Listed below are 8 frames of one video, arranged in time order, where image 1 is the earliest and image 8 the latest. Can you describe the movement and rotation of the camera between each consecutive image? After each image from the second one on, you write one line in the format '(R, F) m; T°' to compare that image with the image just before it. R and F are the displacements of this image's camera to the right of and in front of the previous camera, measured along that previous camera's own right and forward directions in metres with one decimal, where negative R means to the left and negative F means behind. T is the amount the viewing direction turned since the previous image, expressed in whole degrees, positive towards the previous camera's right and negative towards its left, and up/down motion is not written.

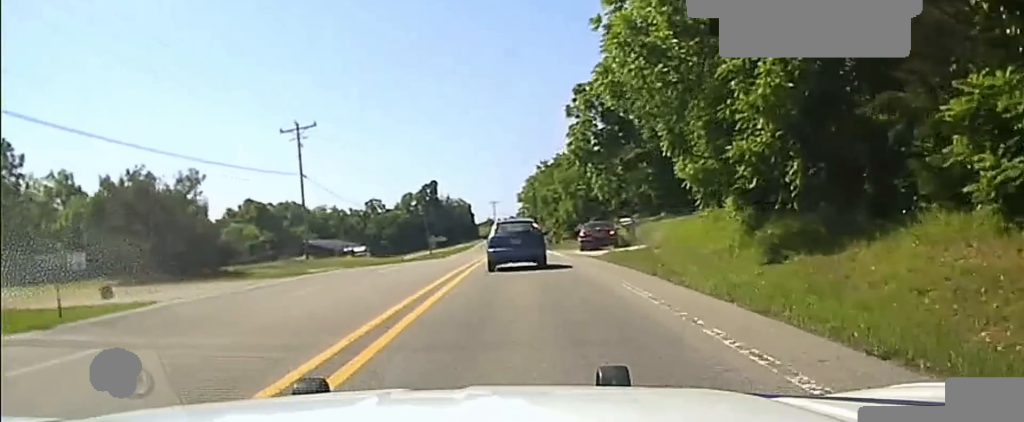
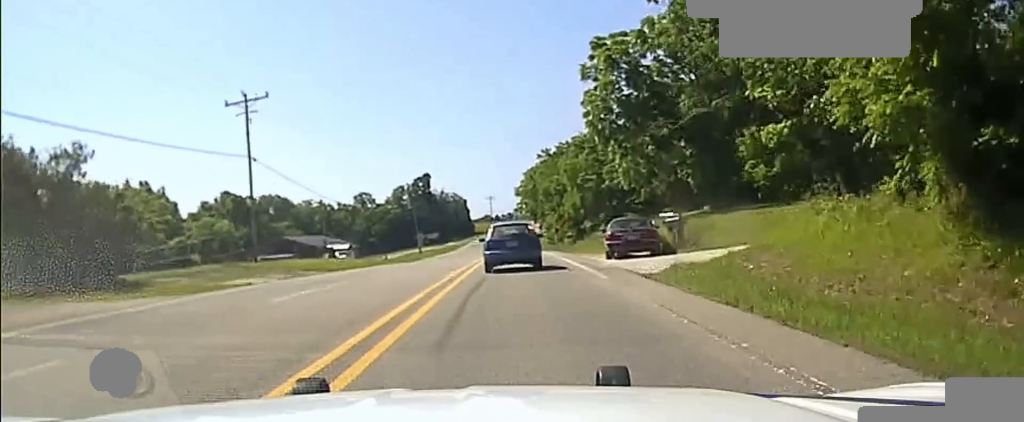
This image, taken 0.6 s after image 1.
(0.0, +14.8) m; 0°
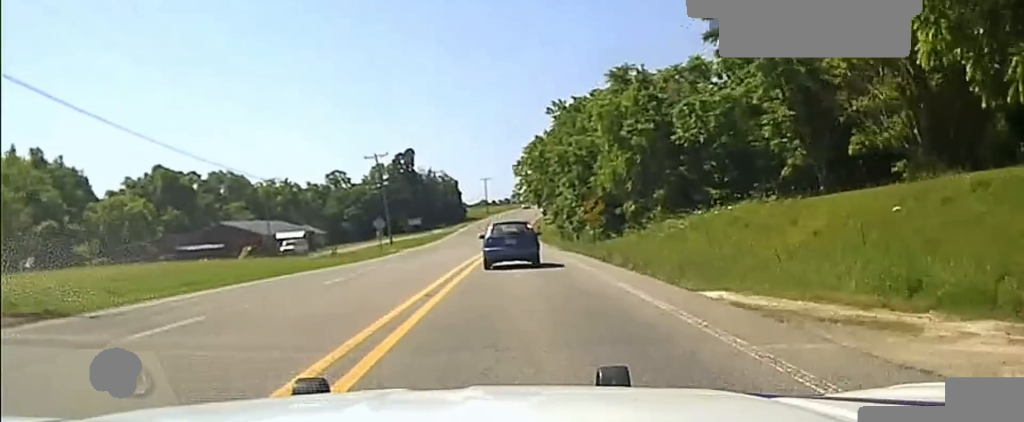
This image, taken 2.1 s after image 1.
(+0.3, +34.9) m; 0°
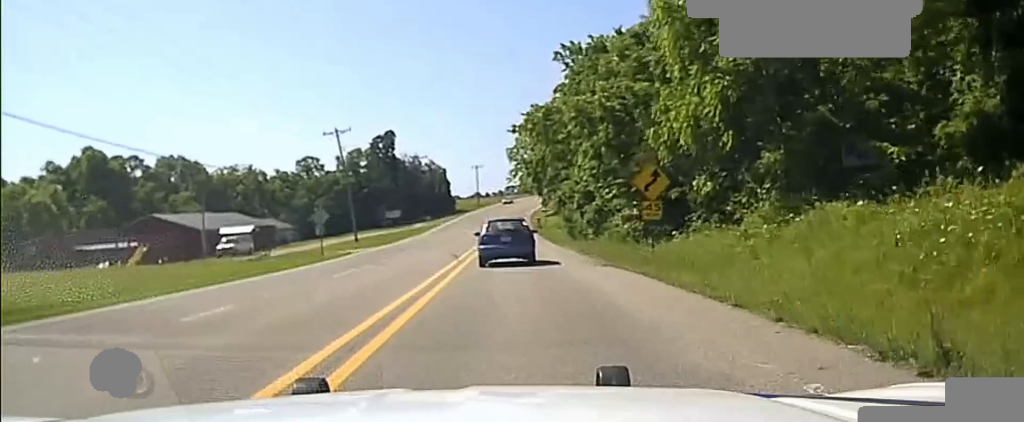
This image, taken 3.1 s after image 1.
(-0.1, +22.2) m; 0°
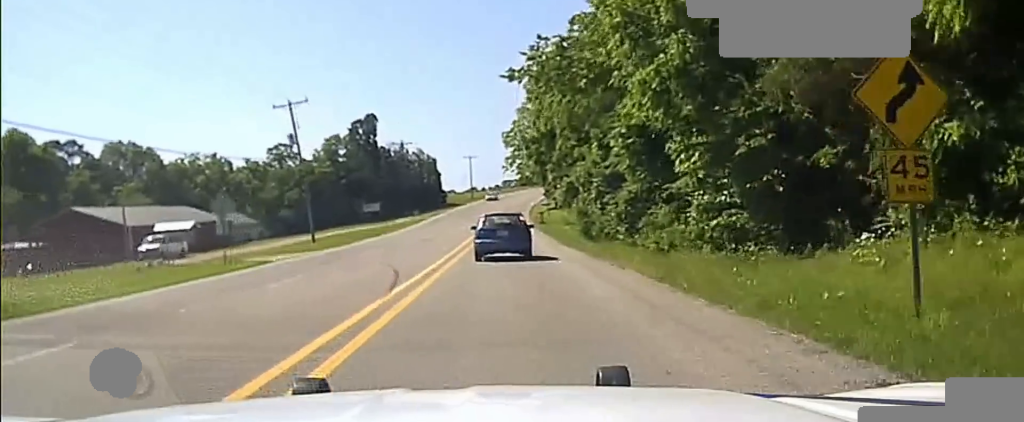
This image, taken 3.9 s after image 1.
(0.0, +16.2) m; 0°
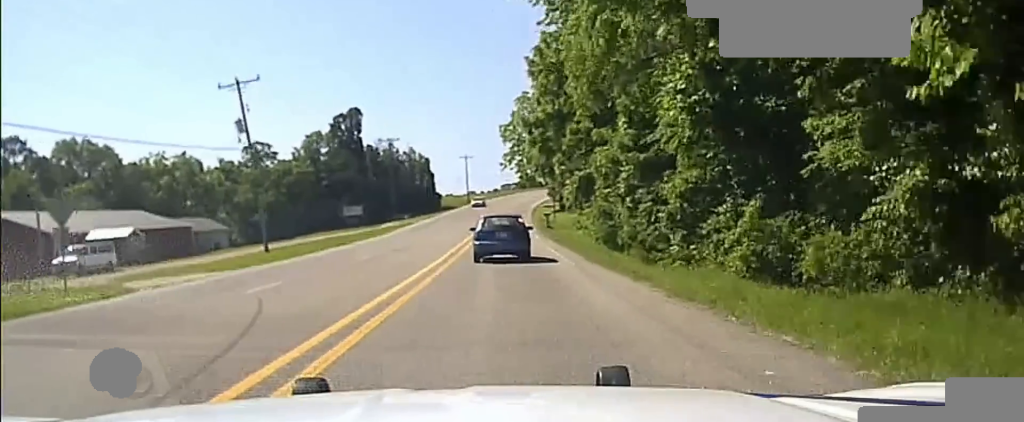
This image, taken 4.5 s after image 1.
(0.0, +12.0) m; 0°
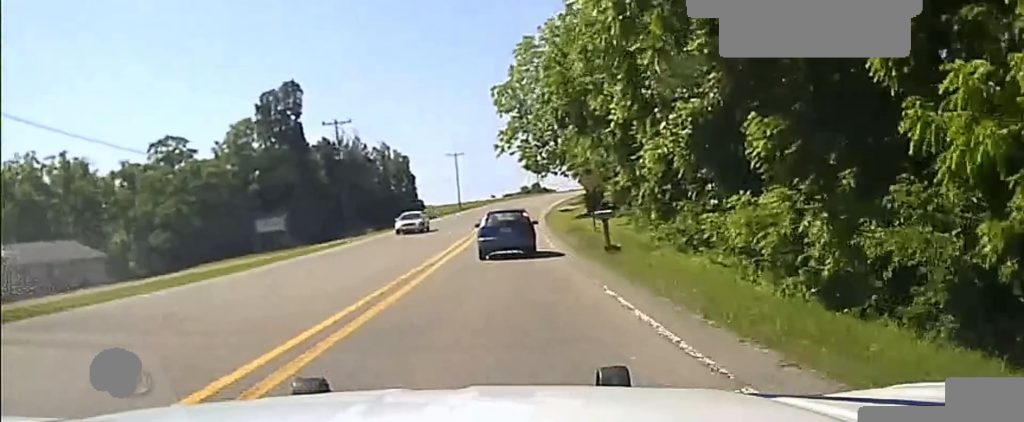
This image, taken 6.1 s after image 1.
(+0.1, +34.4) m; 0°
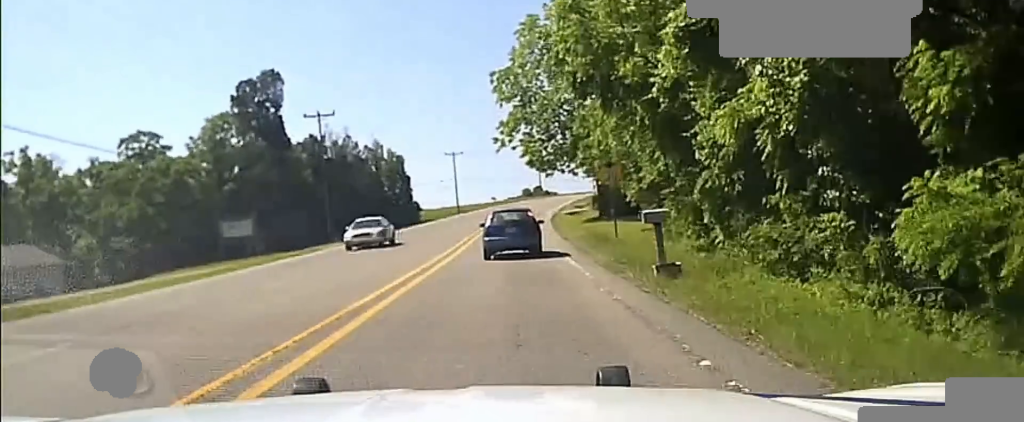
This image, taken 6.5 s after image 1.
(0.0, +9.2) m; 0°
